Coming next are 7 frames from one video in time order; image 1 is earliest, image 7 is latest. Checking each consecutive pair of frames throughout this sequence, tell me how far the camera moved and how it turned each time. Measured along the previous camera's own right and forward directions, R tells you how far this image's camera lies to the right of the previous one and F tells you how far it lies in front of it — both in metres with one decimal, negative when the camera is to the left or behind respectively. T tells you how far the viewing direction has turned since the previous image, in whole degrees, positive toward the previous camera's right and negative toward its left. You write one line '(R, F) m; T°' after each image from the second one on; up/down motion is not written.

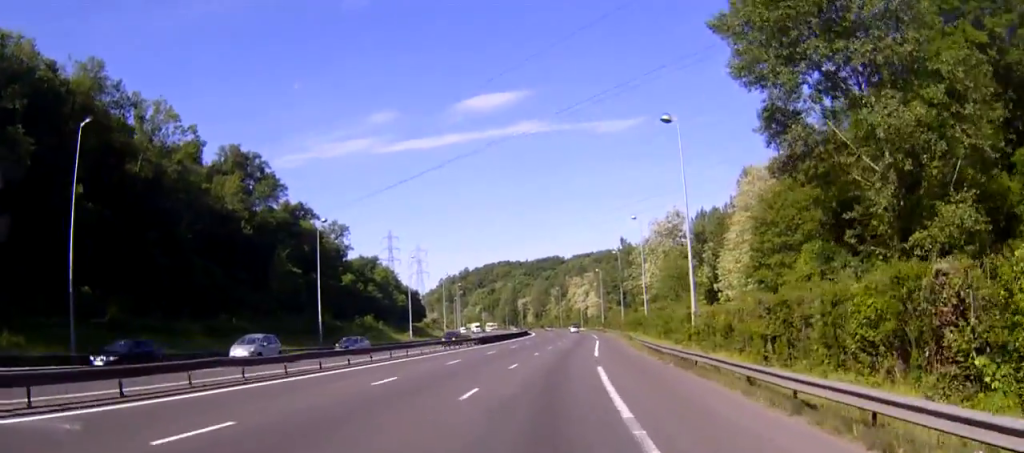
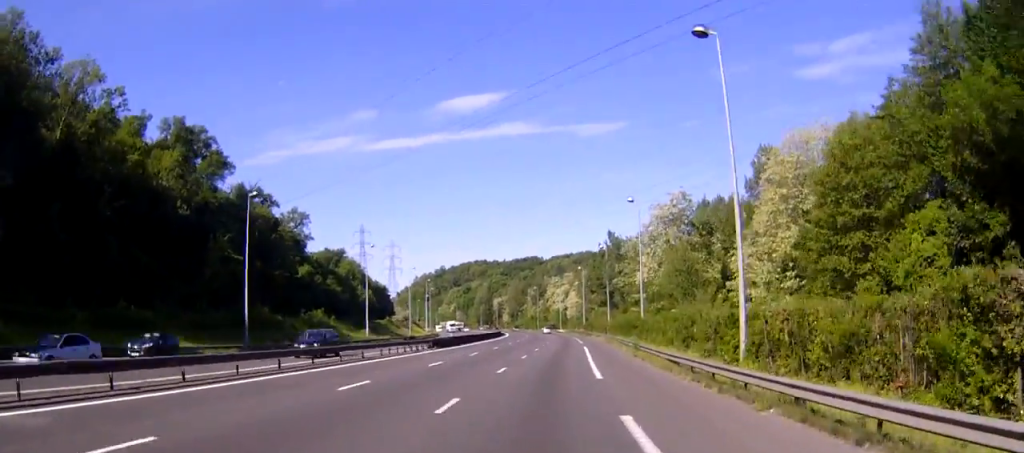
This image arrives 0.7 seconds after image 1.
(0.0, +16.0) m; +1°
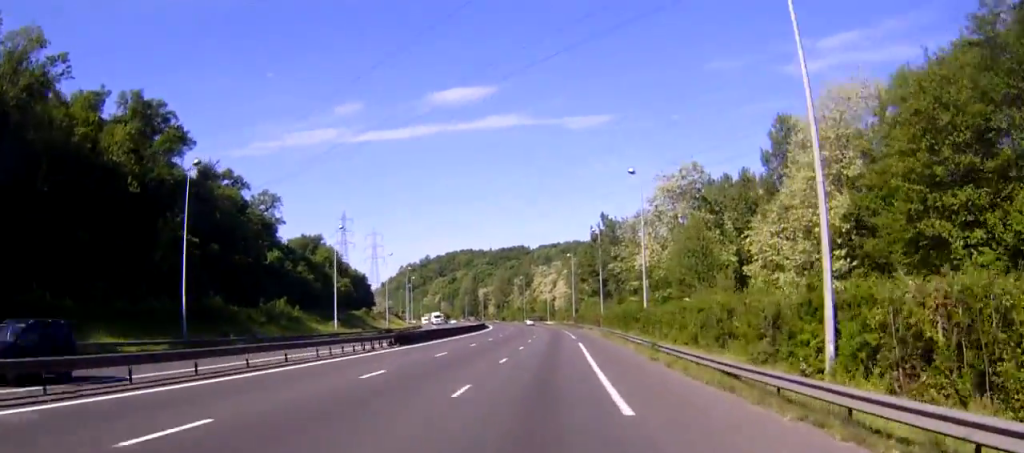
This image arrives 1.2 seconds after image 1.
(-0.2, +10.9) m; +1°
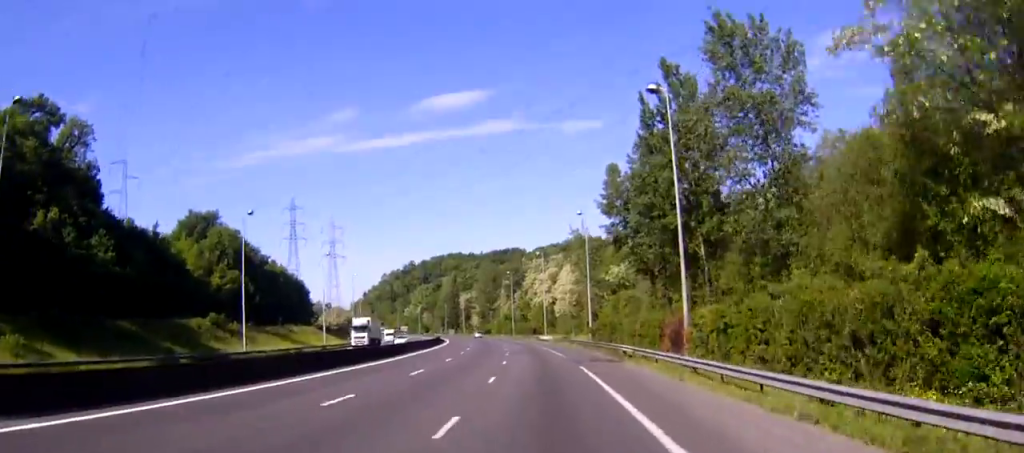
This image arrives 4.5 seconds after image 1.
(+2.8, +69.8) m; +2°
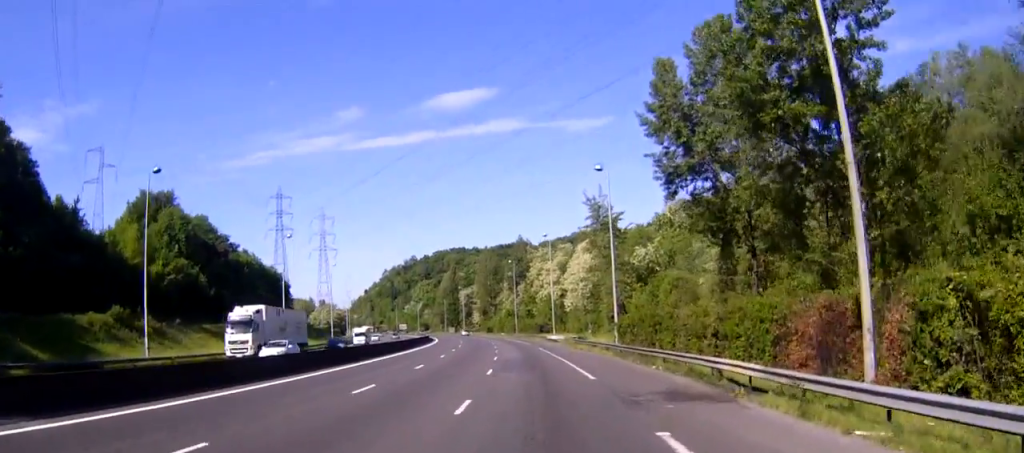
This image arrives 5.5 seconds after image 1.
(0.0, +22.5) m; 0°
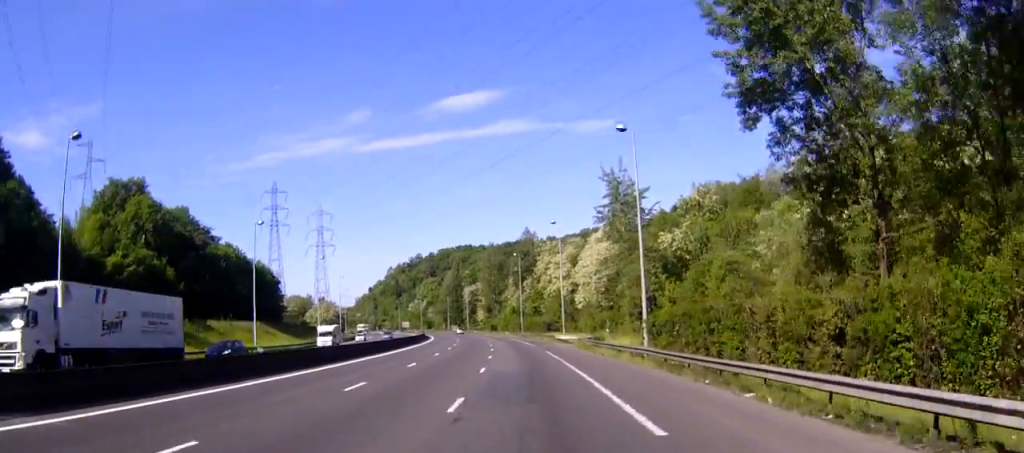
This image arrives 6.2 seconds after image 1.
(+0.1, +13.2) m; -1°
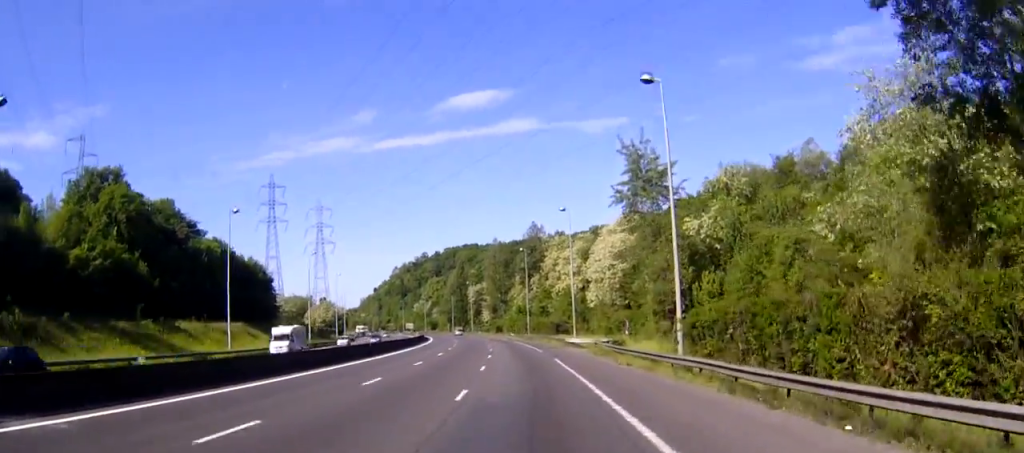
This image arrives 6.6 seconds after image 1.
(-0.1, +9.7) m; -1°
